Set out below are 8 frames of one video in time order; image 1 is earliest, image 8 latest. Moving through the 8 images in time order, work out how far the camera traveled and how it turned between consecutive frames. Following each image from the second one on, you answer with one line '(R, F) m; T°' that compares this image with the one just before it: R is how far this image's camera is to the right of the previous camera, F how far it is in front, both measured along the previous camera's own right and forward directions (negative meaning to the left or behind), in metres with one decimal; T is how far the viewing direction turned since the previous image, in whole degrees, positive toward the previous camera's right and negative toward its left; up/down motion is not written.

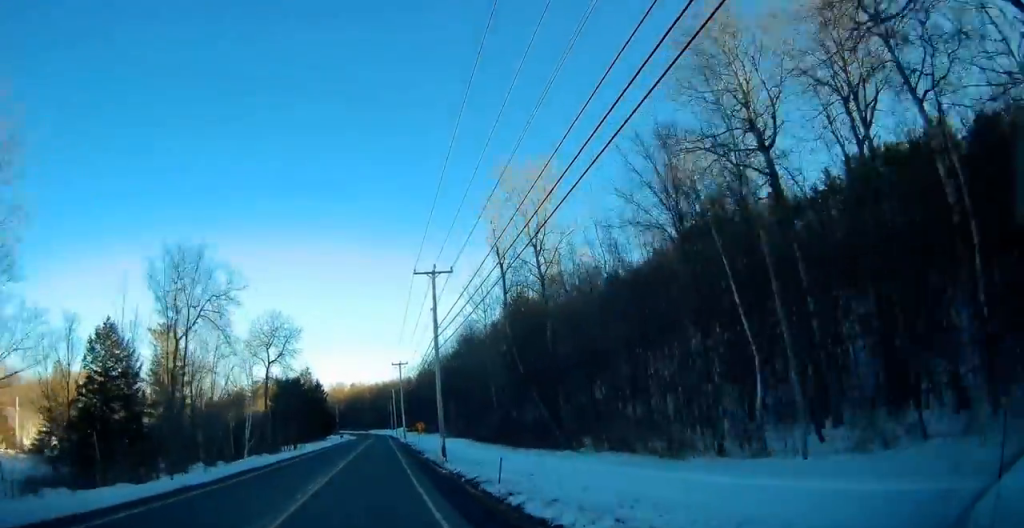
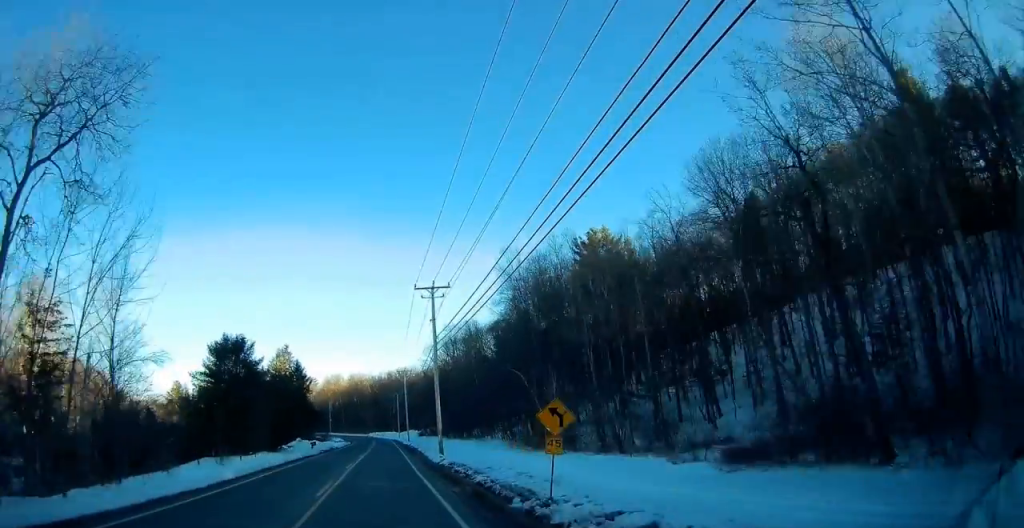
(-0.3, +47.2) m; 0°
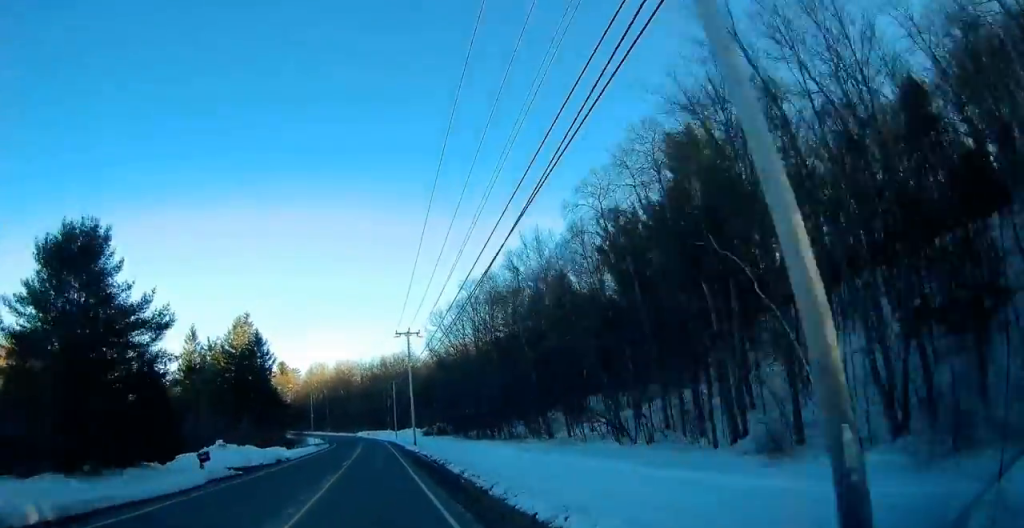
(+0.1, +33.8) m; 0°
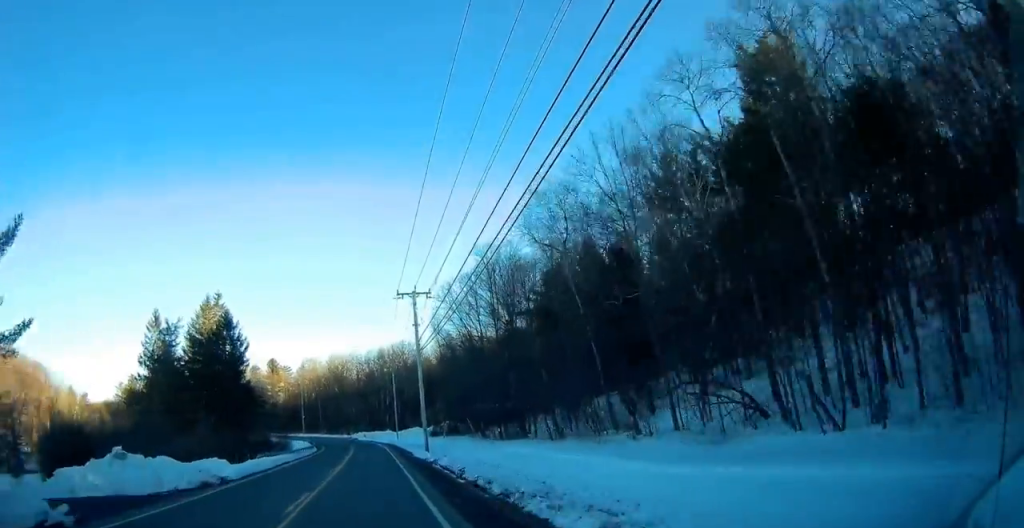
(-0.1, +16.4) m; 0°
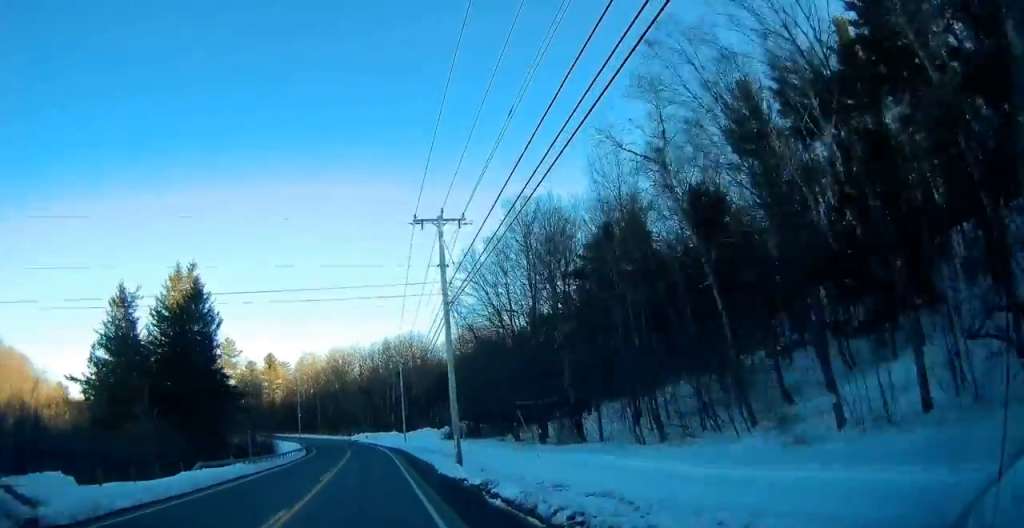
(-0.1, +14.6) m; 0°
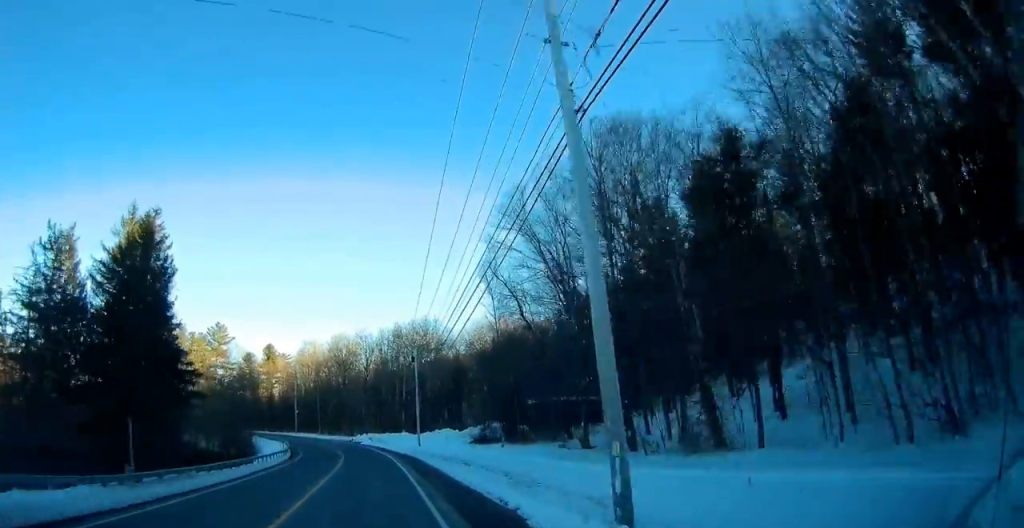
(+0.1, +16.3) m; -1°
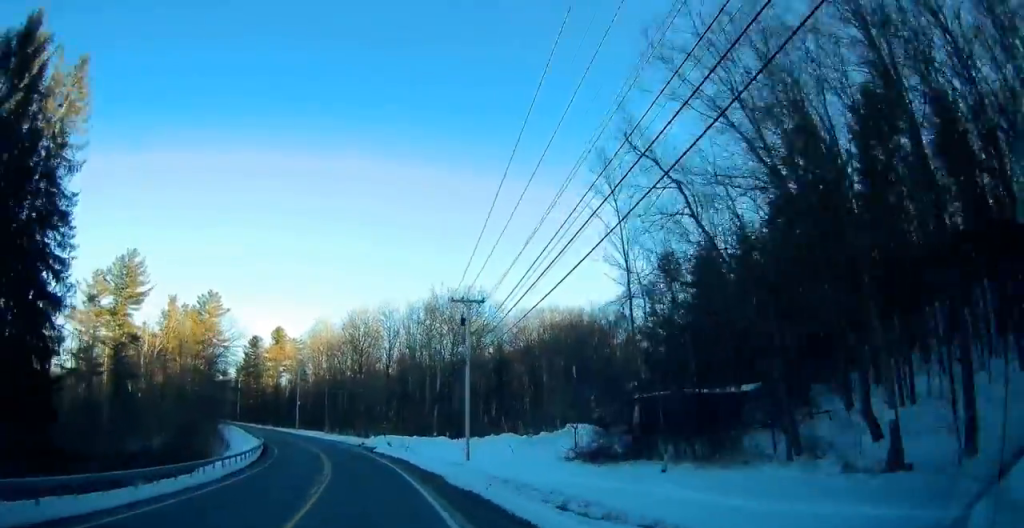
(-0.5, +23.8) m; -4°
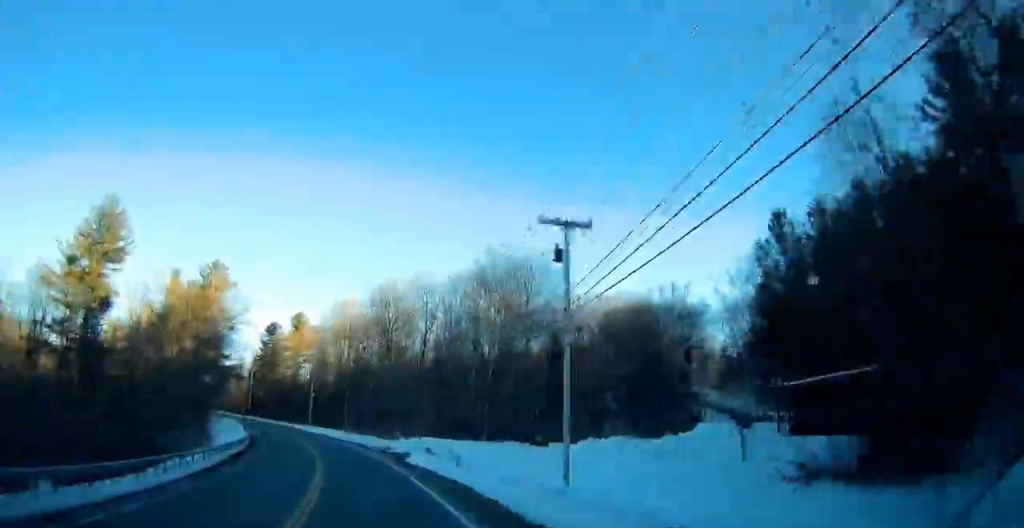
(-0.5, +15.9) m; -4°
